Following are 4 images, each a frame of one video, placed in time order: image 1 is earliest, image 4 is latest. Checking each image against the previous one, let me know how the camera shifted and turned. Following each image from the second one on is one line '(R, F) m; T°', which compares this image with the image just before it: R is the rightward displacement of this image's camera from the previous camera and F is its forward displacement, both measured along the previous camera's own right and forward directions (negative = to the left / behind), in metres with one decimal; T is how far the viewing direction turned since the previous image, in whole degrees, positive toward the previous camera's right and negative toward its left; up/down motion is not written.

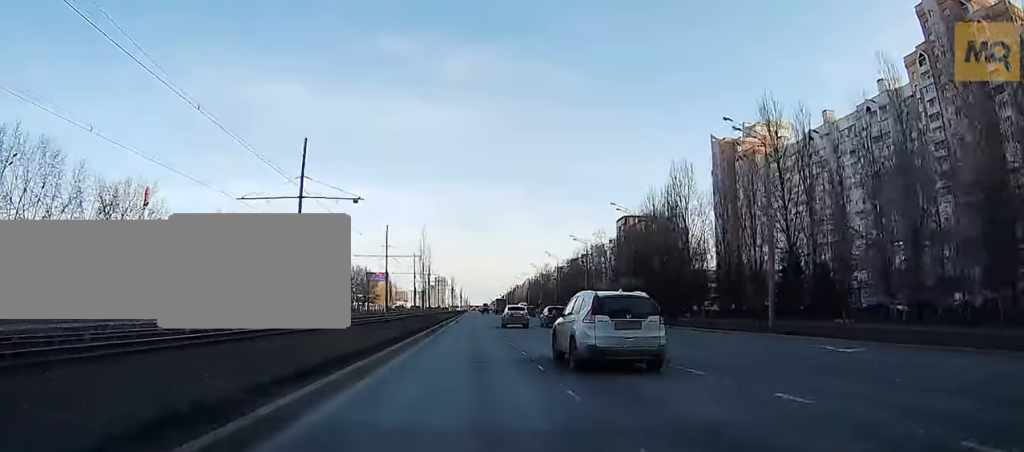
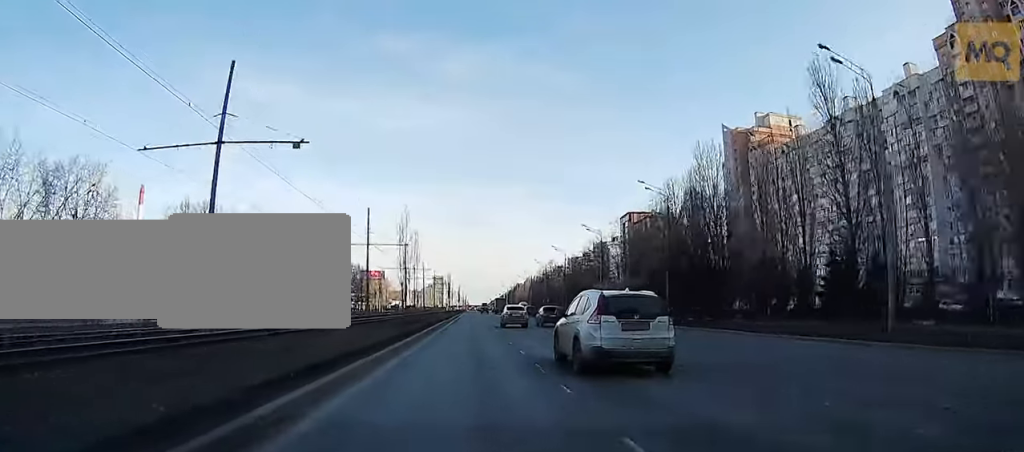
(0.0, +11.1) m; 0°
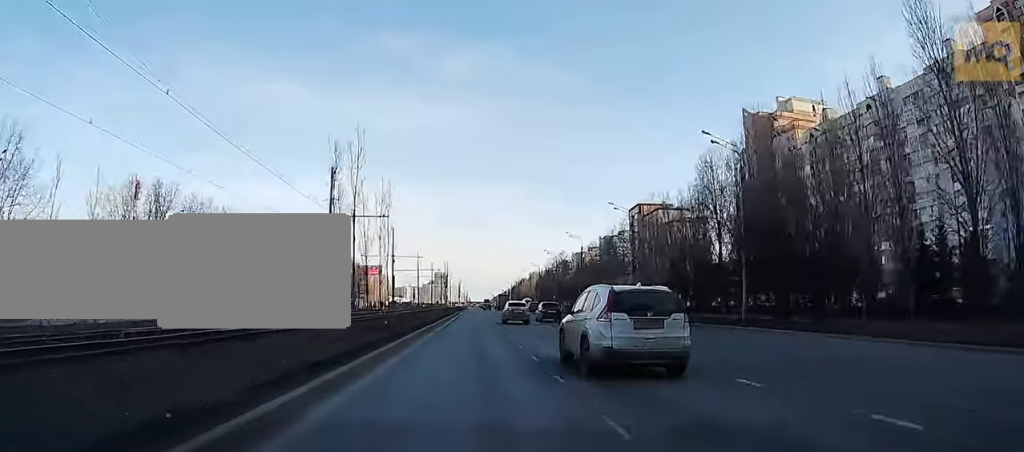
(0.0, +15.0) m; 0°
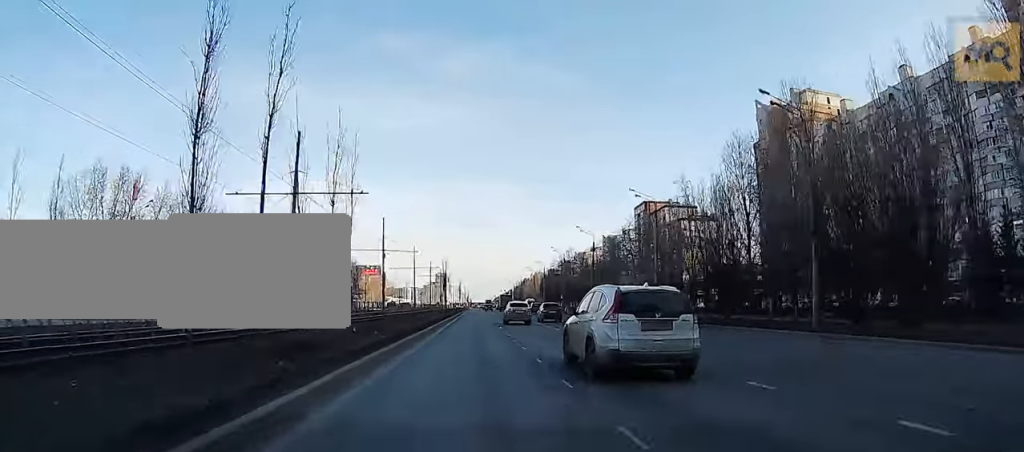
(0.0, +8.5) m; 0°
